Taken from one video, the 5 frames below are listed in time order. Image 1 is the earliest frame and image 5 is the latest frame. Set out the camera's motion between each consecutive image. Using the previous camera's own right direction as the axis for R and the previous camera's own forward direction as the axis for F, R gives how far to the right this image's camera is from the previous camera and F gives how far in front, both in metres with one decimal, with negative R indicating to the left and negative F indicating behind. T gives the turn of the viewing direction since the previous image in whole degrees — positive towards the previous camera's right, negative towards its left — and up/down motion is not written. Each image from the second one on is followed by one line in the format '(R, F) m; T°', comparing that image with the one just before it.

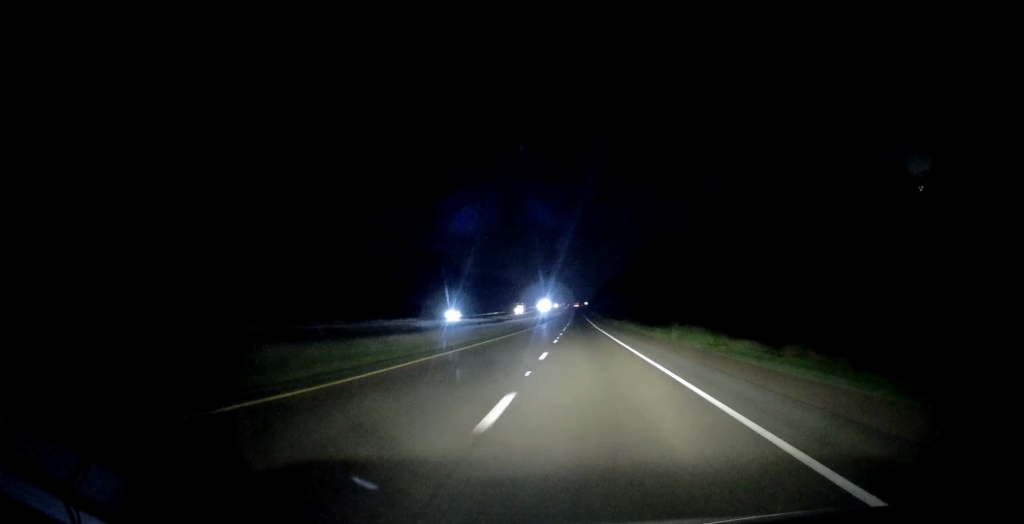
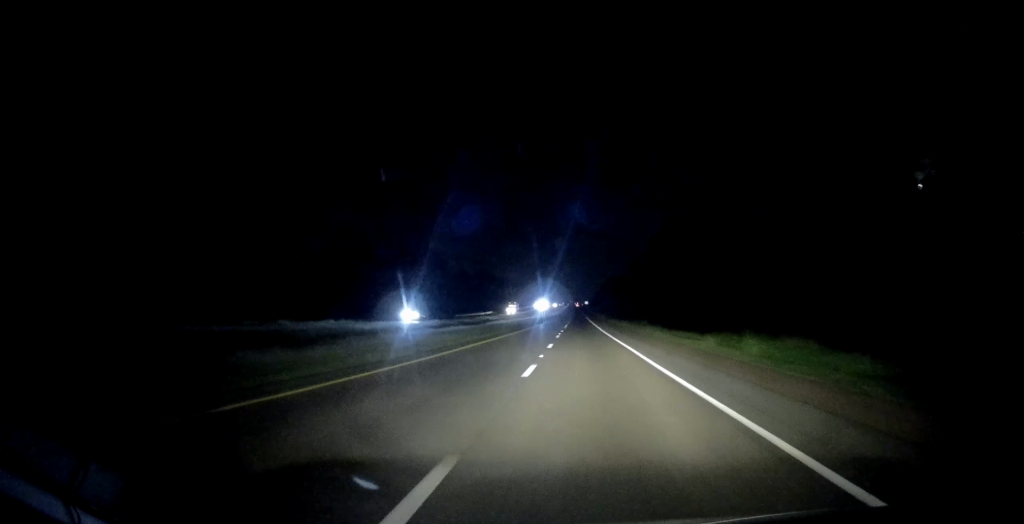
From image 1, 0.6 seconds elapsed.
(+0.2, +17.9) m; 0°
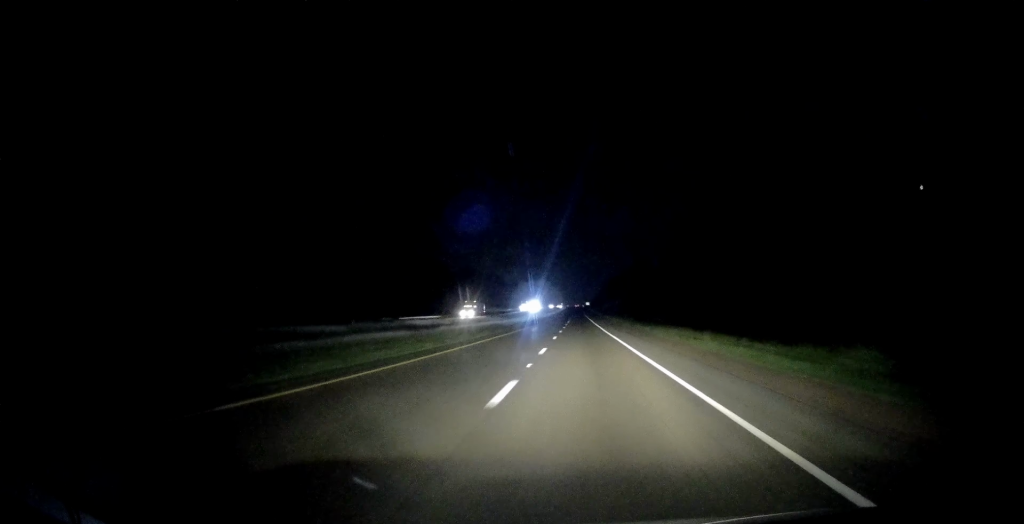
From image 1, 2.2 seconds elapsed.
(+0.4, +52.5) m; 0°
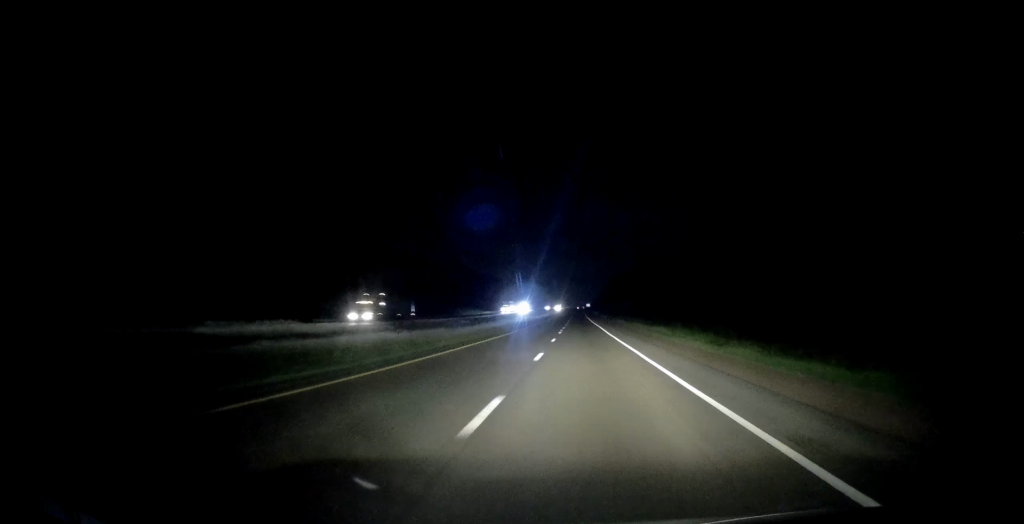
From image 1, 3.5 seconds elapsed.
(0.0, +38.9) m; +1°
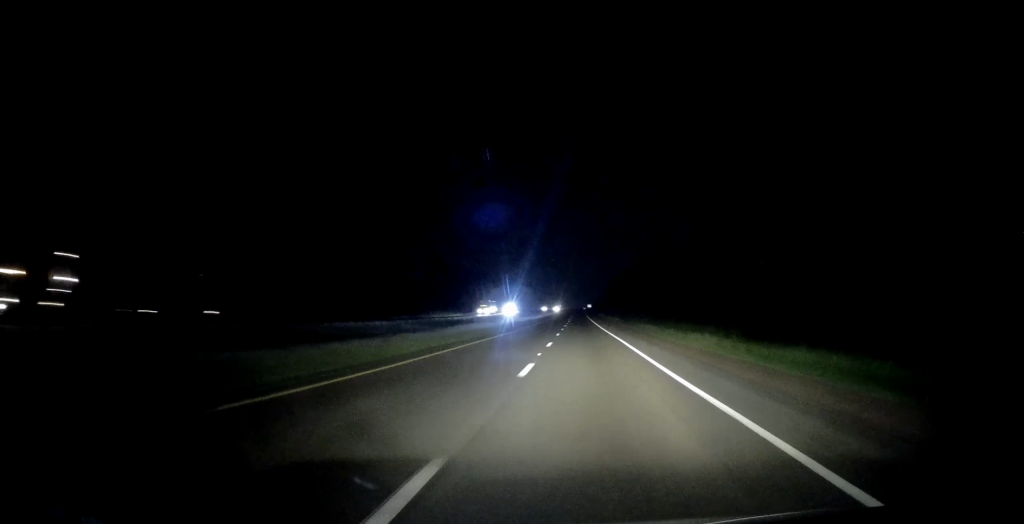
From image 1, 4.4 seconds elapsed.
(+0.2, +29.4) m; 0°
